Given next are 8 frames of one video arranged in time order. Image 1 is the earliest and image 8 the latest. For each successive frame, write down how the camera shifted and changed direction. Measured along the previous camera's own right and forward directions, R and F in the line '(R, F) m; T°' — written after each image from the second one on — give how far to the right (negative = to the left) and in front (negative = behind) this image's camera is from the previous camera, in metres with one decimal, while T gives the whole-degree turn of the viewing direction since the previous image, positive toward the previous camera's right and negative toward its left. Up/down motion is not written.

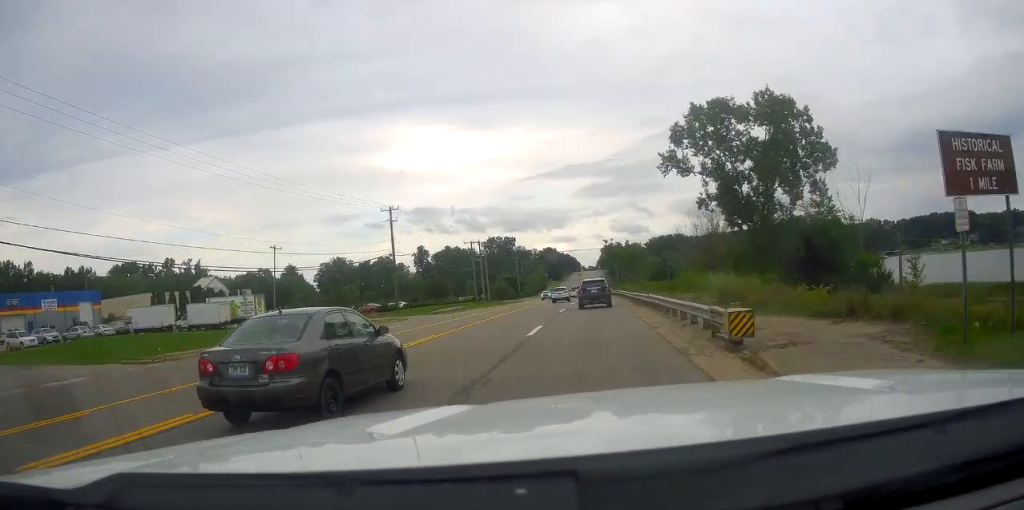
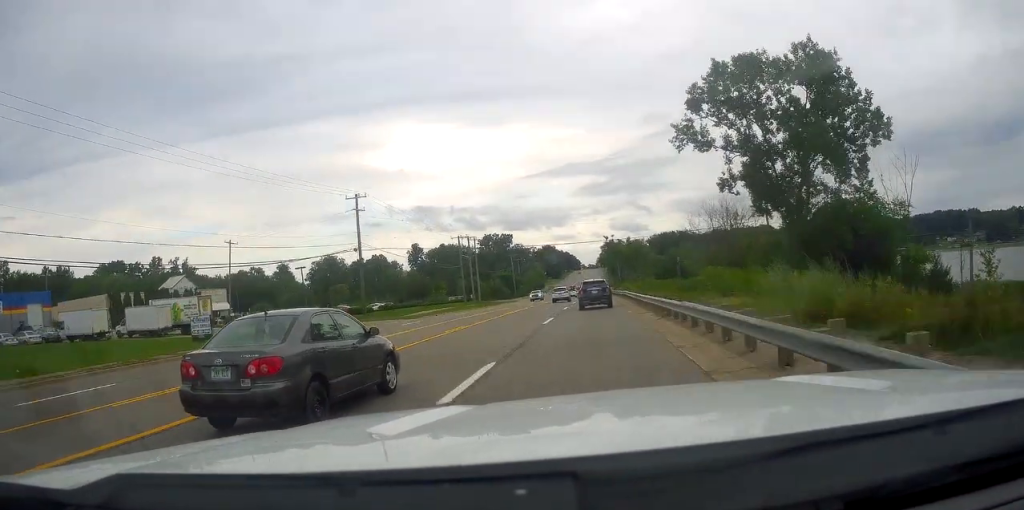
(0.0, +10.8) m; 0°
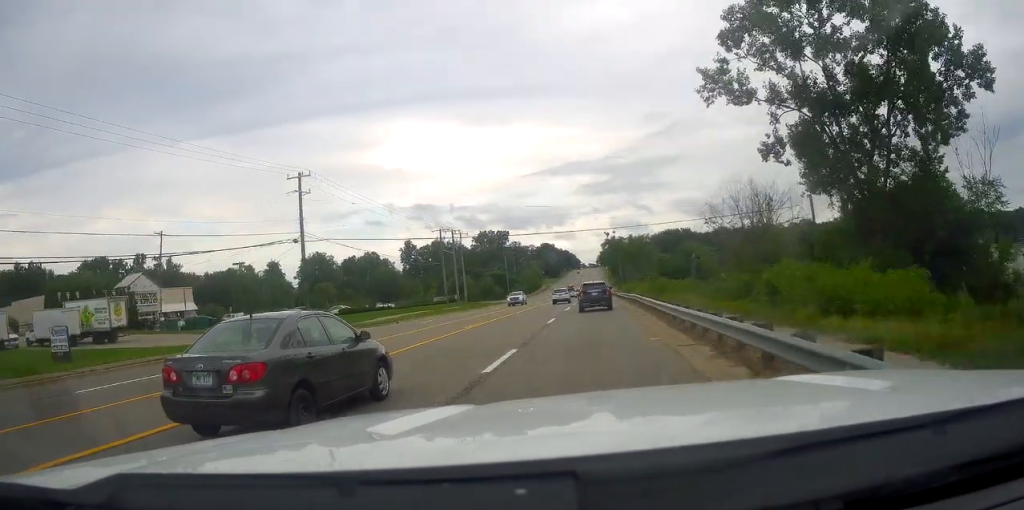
(-0.3, +13.0) m; -1°
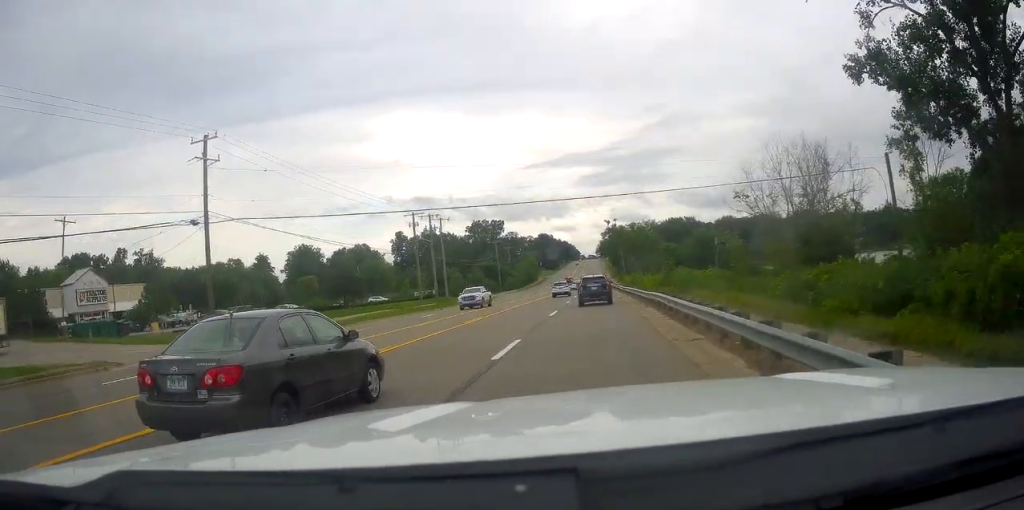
(0.0, +13.8) m; 0°
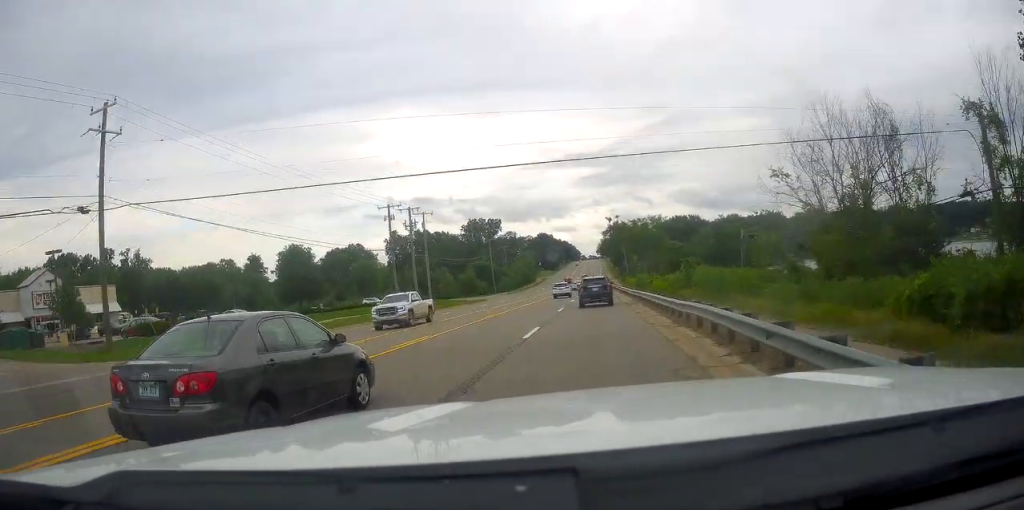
(+0.1, +9.9) m; 0°
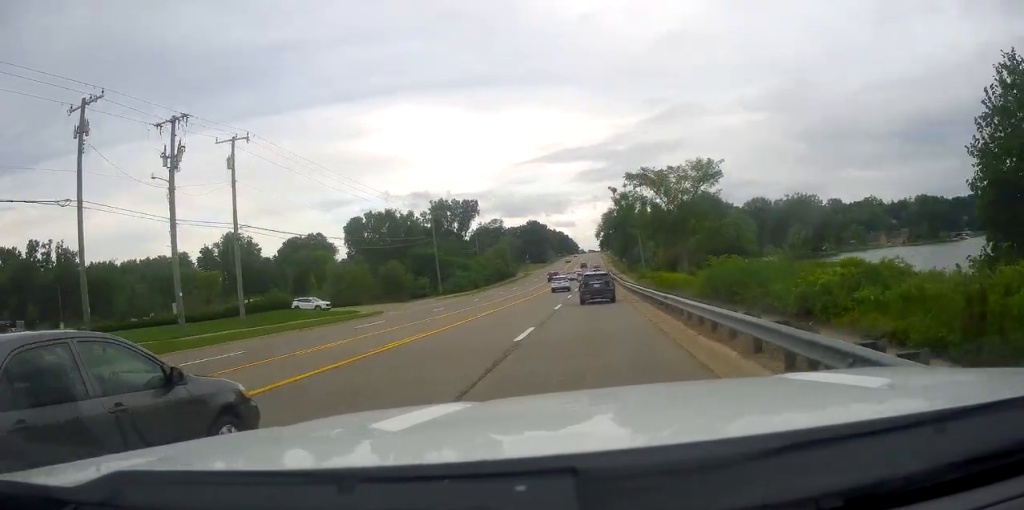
(-0.1, +46.7) m; 0°
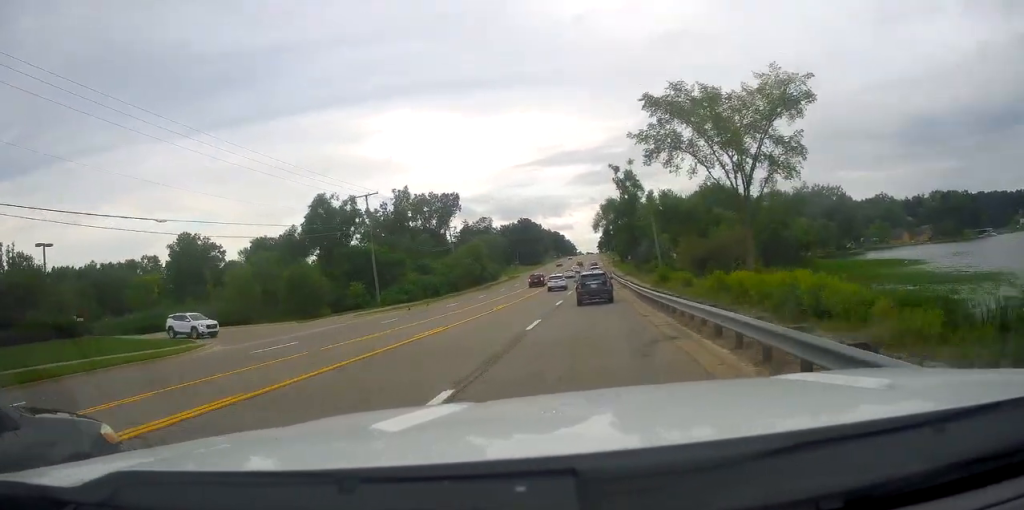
(0.0, +25.5) m; 0°
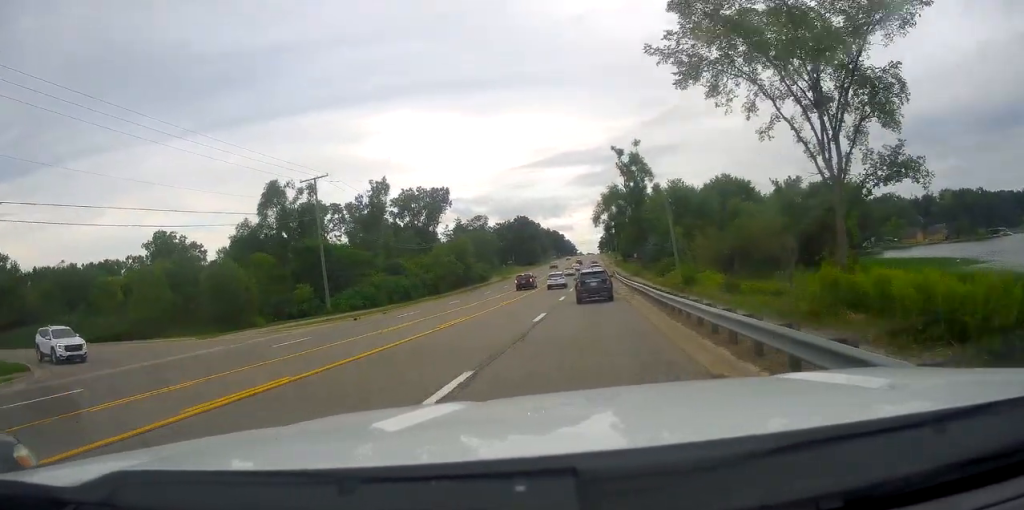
(0.0, +13.0) m; 0°
